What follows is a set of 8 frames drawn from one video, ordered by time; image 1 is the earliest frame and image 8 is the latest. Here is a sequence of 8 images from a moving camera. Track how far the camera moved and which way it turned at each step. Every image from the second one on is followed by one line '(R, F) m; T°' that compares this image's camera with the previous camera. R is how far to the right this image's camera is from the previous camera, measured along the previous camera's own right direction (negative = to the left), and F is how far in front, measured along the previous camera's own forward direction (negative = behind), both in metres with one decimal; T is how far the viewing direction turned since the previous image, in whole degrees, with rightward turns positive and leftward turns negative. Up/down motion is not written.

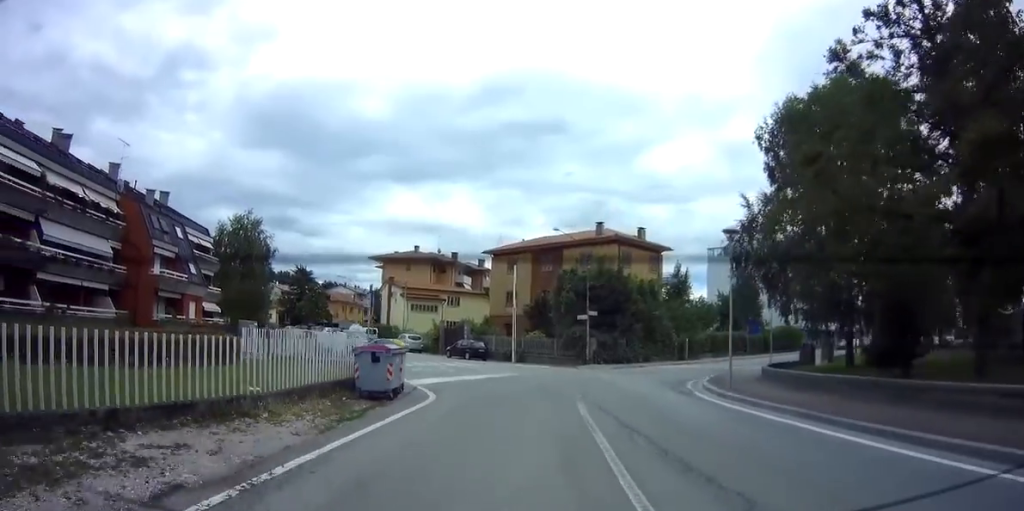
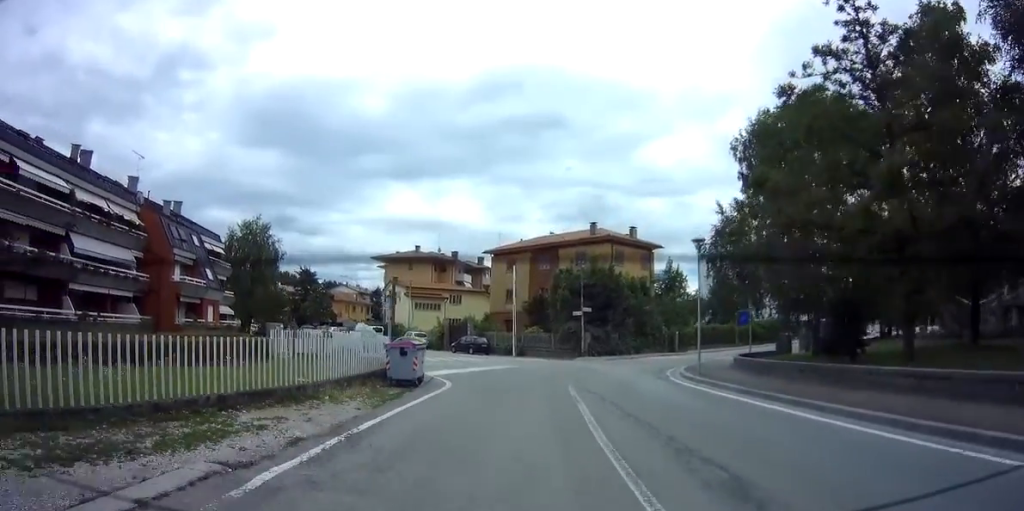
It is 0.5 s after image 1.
(0.0, +3.1) m; 0°
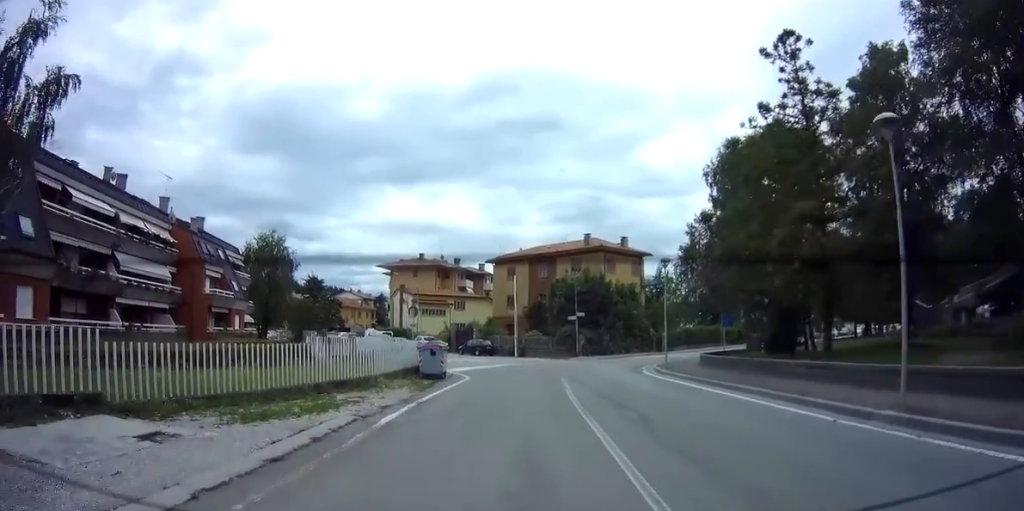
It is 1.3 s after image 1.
(0.0, +4.9) m; -1°
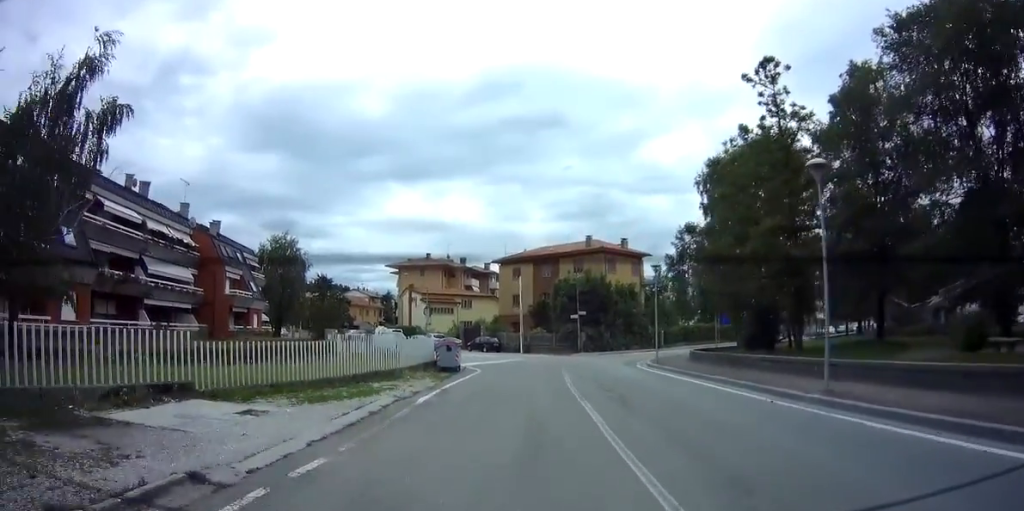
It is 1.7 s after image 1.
(0.0, +2.8) m; -1°
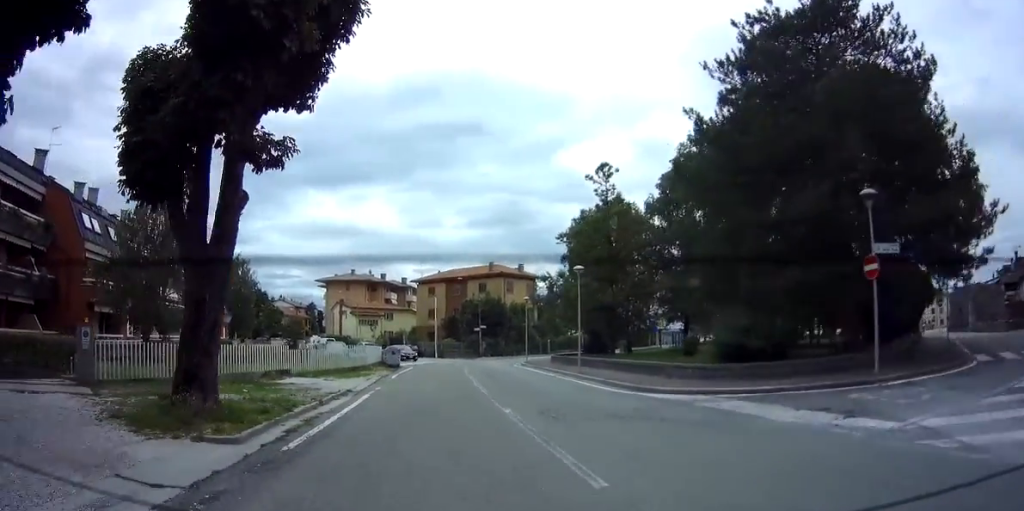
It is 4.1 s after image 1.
(0.0, +14.3) m; +10°
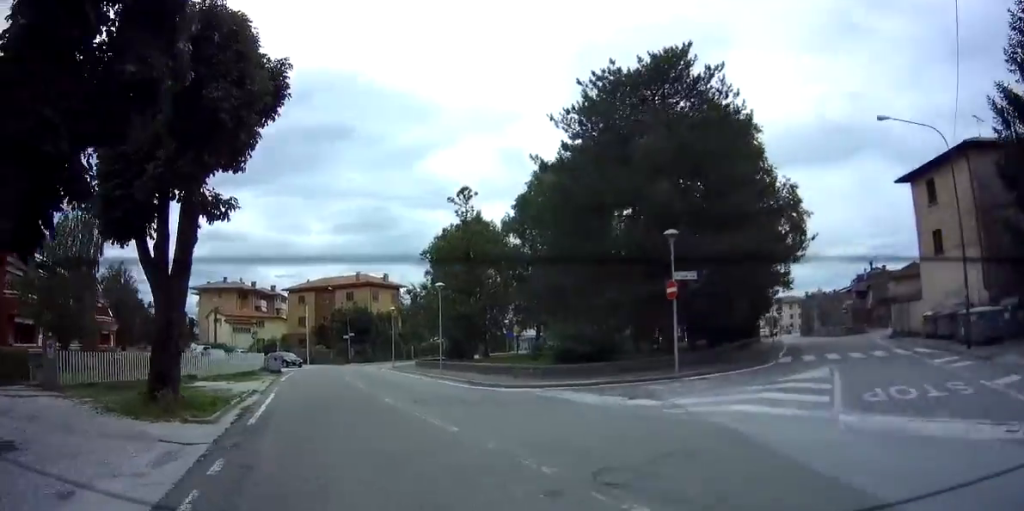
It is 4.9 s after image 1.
(+0.4, +4.2) m; +15°
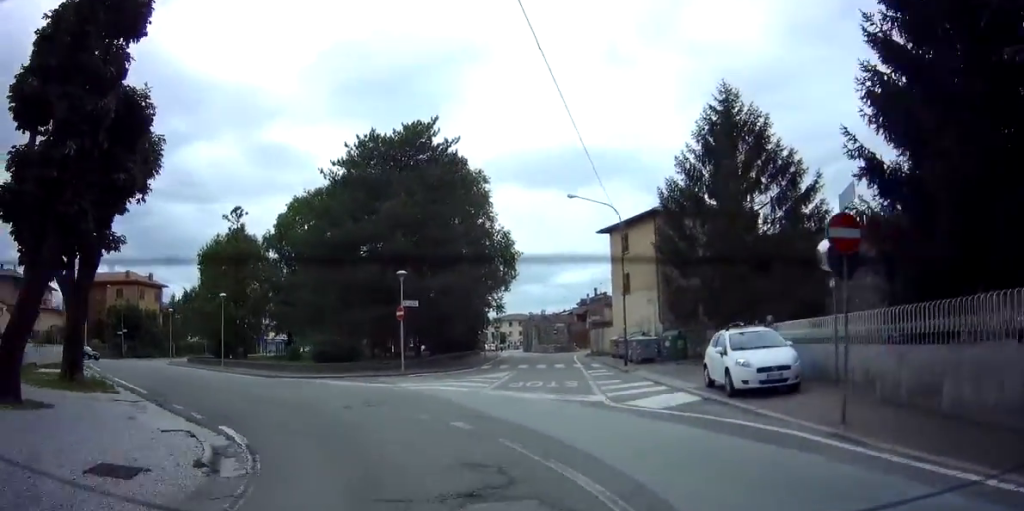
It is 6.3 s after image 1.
(+1.5, +7.4) m; +14°
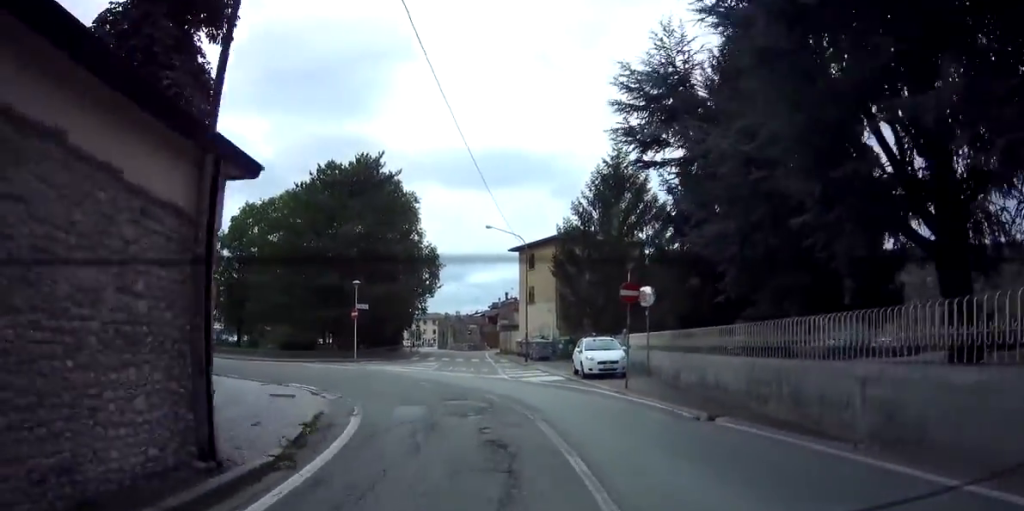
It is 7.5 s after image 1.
(+0.3, +6.7) m; +8°
